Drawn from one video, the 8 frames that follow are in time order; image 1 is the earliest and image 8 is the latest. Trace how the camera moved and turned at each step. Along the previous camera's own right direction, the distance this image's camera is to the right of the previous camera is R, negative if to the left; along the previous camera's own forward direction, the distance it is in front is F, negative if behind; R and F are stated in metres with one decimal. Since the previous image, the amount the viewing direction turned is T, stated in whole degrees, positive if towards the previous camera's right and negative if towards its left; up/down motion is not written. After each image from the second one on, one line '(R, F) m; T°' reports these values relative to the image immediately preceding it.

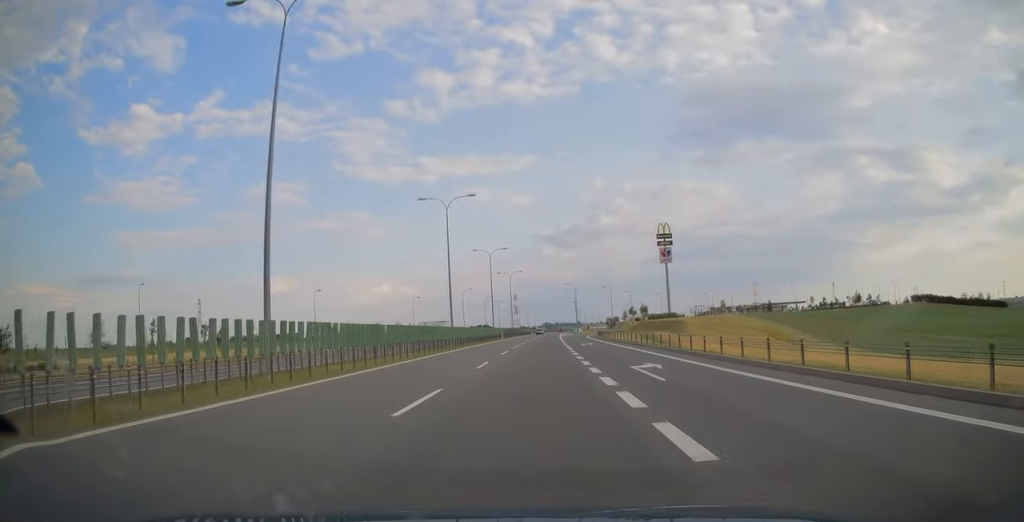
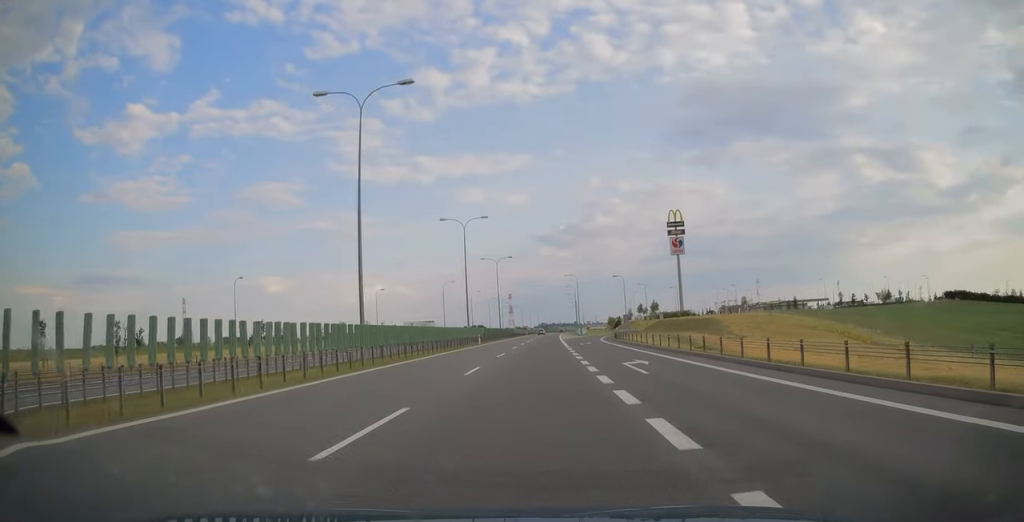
(+0.1, +27.4) m; 0°
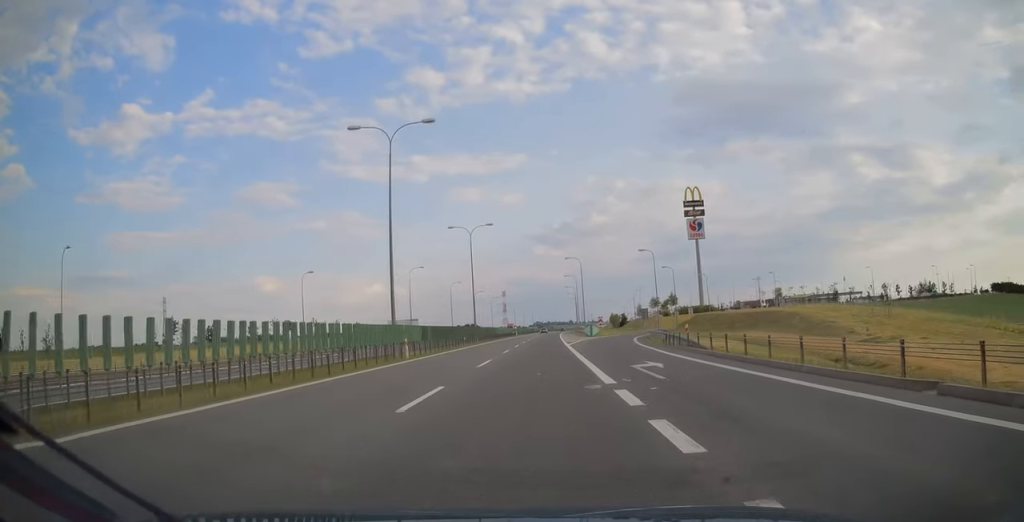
(+0.1, +32.3) m; 0°
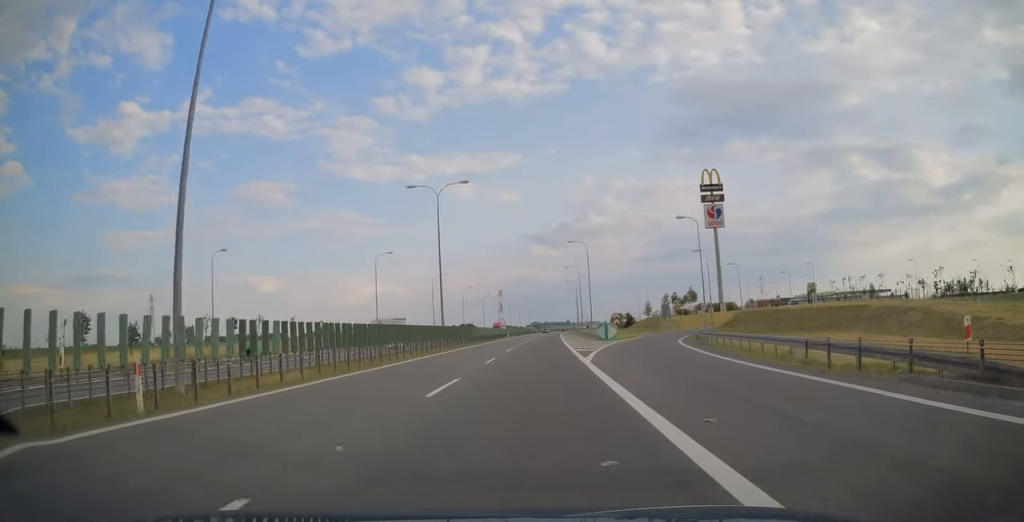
(0.0, +21.9) m; 0°
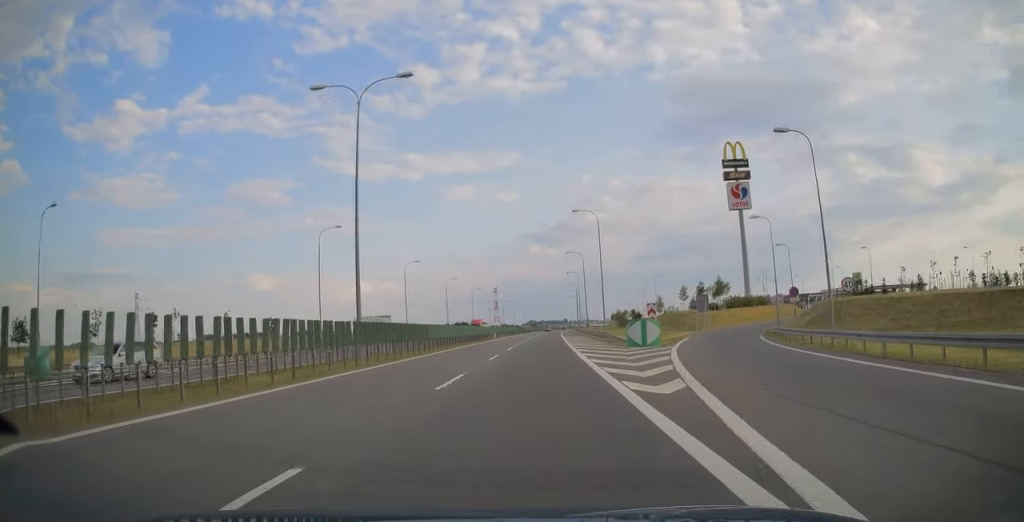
(+0.1, +23.0) m; 0°
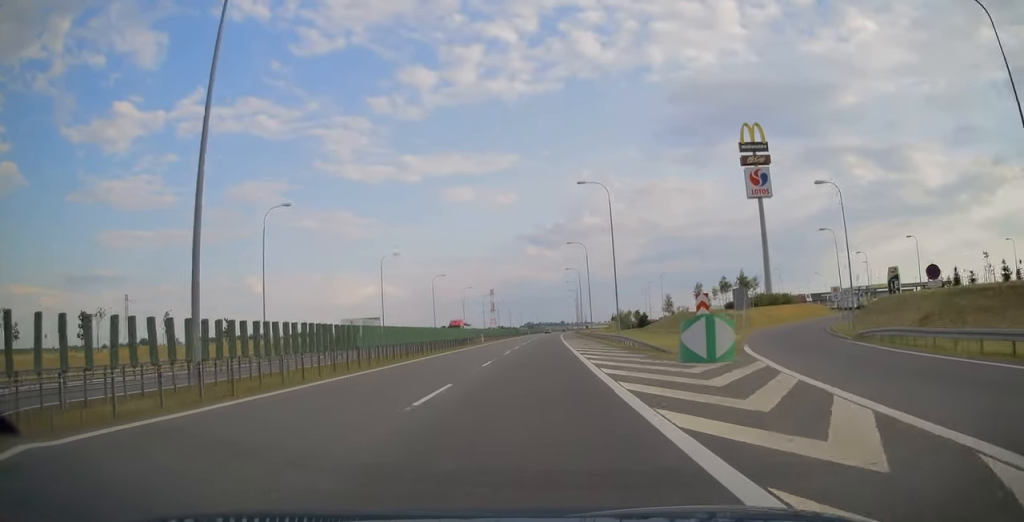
(0.0, +14.2) m; 0°
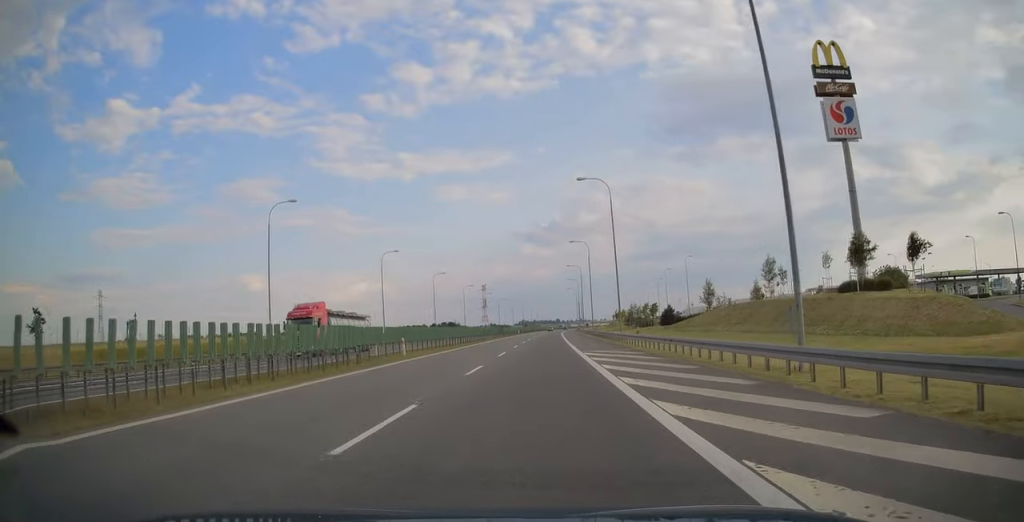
(+0.2, +38.3) m; +1°
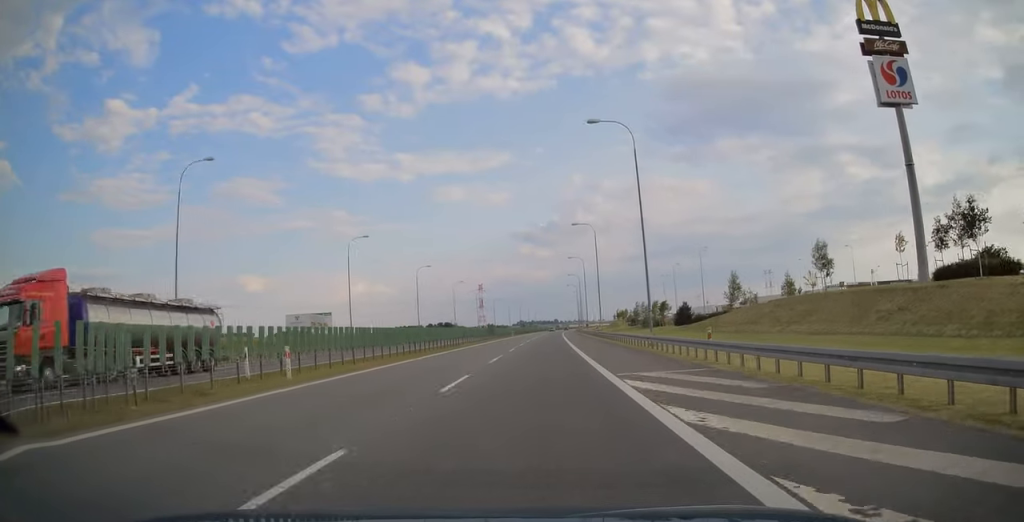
(0.0, +15.3) m; 0°
